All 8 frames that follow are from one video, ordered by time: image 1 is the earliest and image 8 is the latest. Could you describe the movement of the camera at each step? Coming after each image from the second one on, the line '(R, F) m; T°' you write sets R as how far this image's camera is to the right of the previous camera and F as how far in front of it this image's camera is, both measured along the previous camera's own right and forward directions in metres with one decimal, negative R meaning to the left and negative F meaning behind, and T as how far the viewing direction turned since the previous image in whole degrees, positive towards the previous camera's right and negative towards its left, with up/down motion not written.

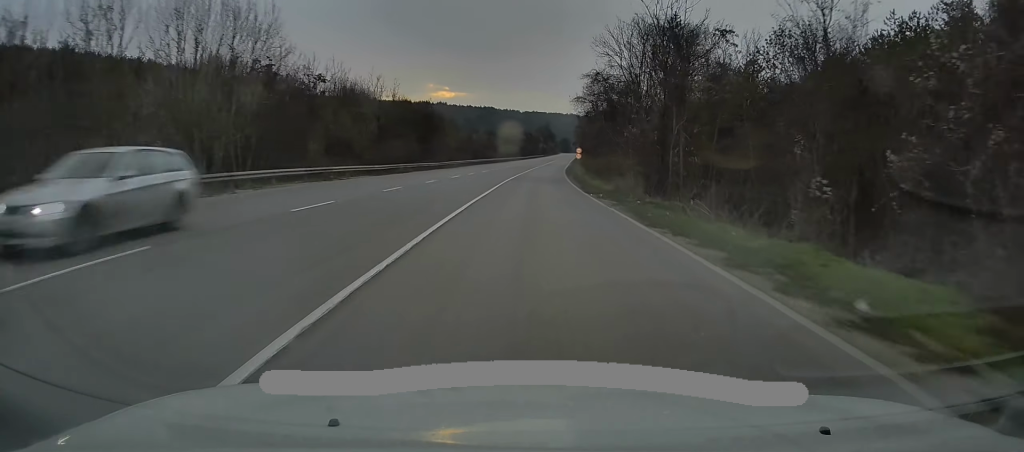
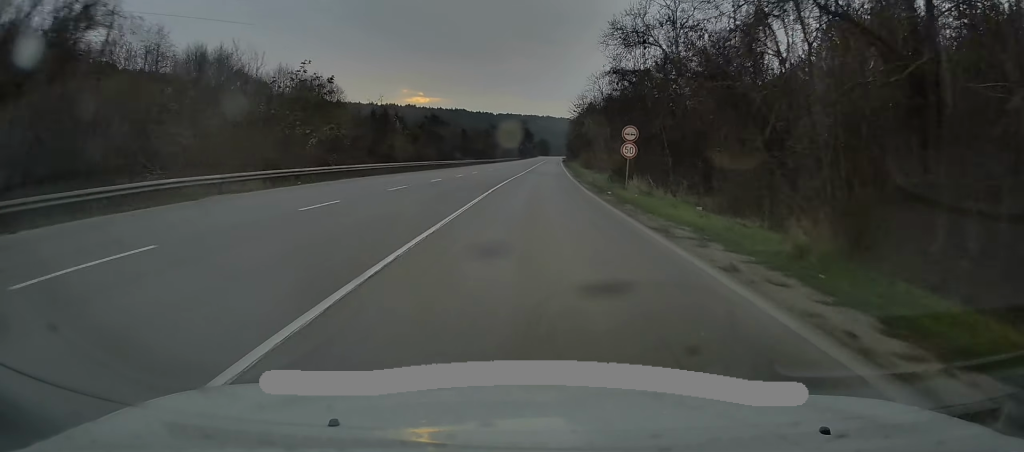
(+1.6, +54.2) m; +2°
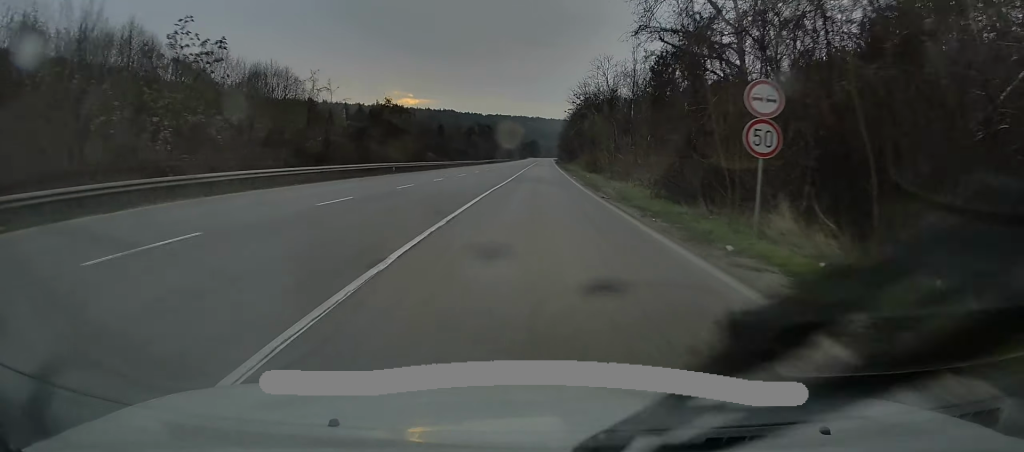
(0.0, +16.9) m; +1°
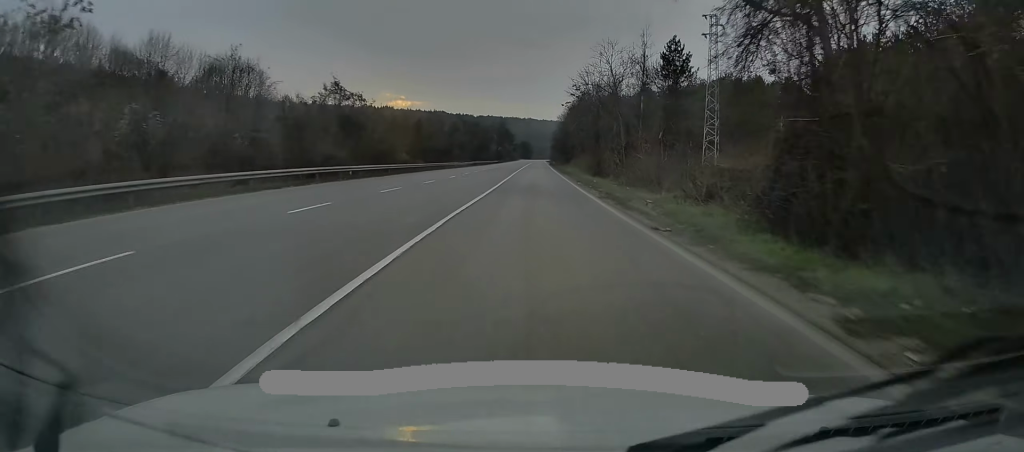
(0.0, +11.1) m; +1°
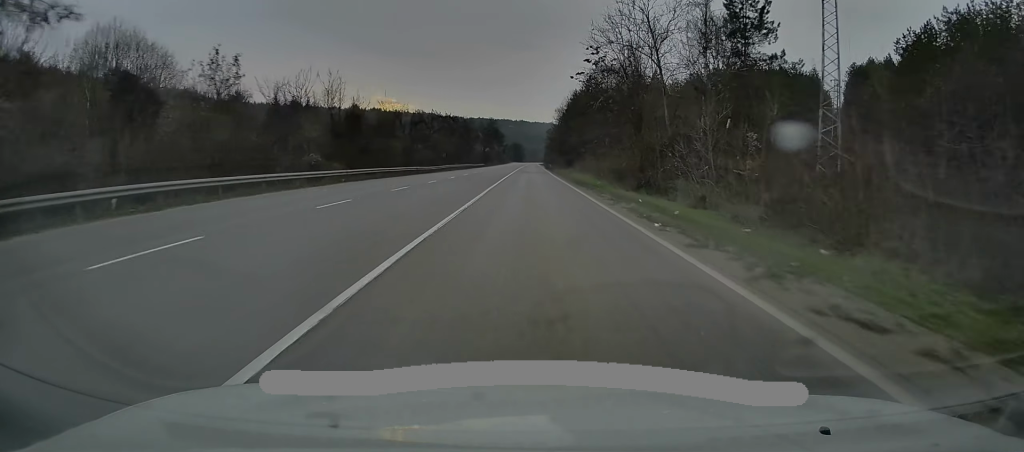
(+0.5, +24.9) m; +1°
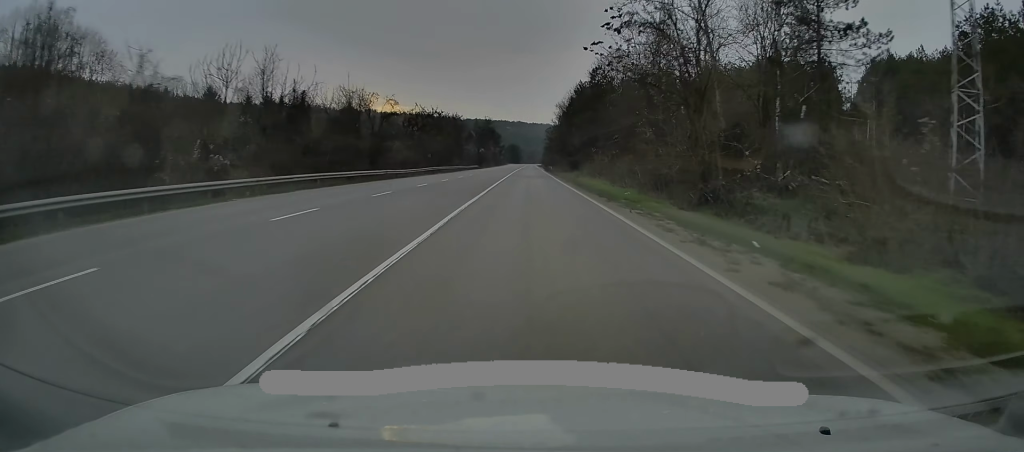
(0.0, +12.1) m; 0°
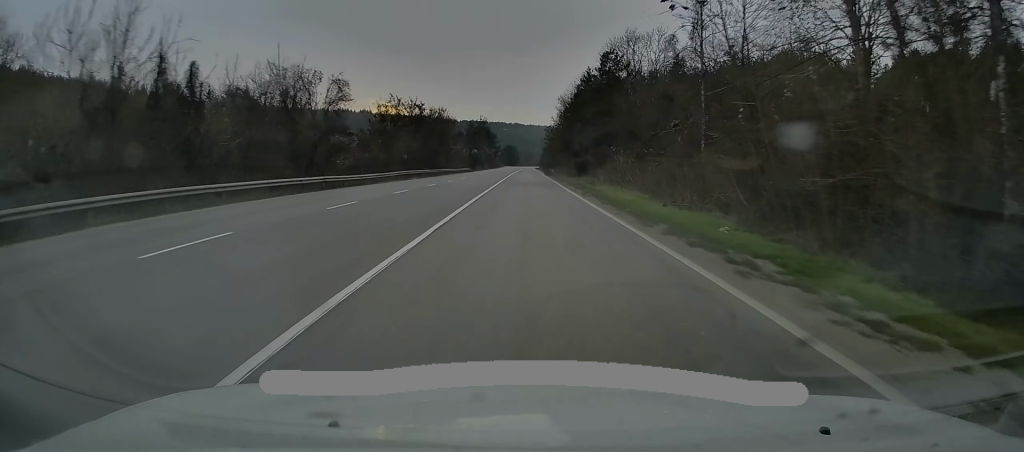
(0.0, +14.0) m; +1°
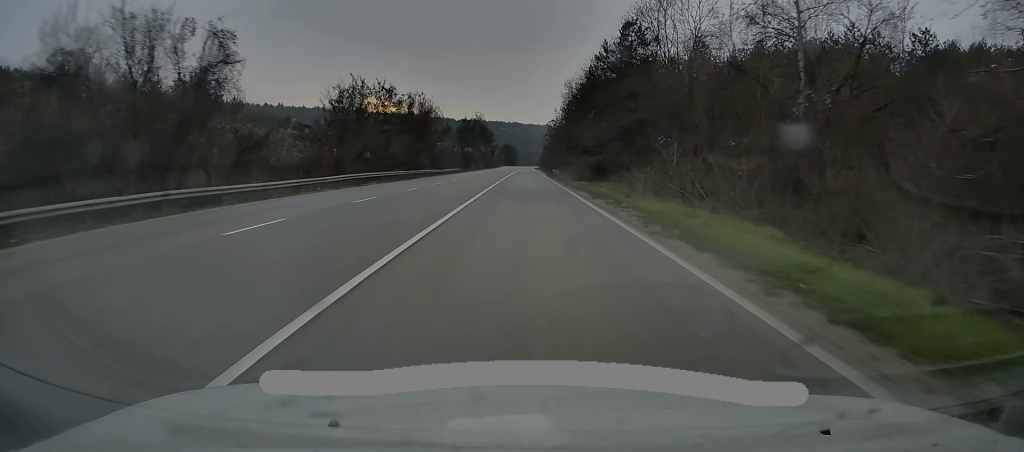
(+0.1, +15.2) m; +1°
